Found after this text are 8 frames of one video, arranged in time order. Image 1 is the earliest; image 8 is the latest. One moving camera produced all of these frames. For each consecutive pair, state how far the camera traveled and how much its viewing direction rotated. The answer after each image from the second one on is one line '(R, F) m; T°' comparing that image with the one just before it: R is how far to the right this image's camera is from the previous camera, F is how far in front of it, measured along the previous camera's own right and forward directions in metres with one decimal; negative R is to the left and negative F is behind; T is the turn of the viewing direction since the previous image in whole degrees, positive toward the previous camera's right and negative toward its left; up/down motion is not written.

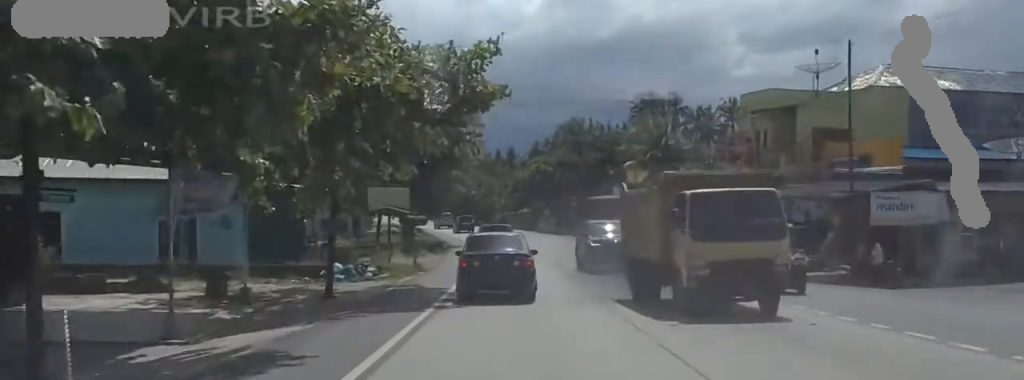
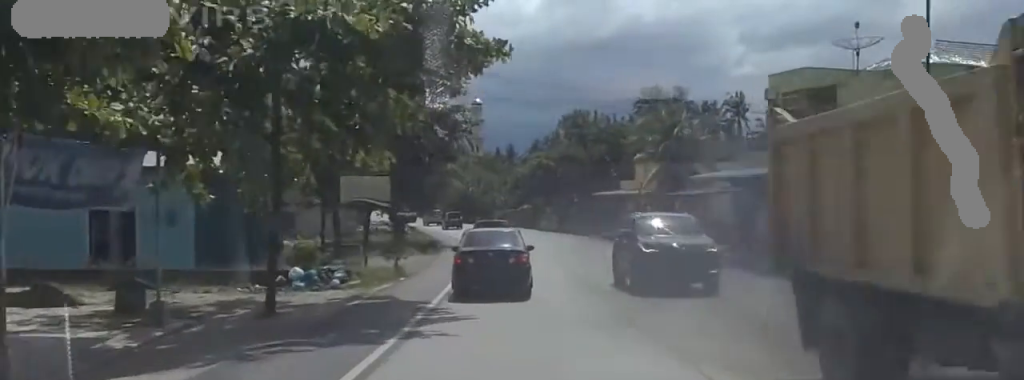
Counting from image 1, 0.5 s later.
(+0.4, +5.2) m; 0°
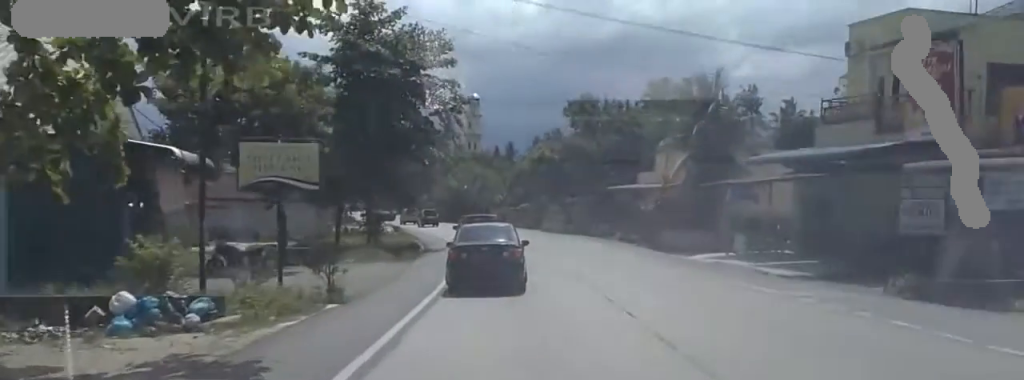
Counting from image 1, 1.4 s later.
(-0.7, +10.2) m; -4°
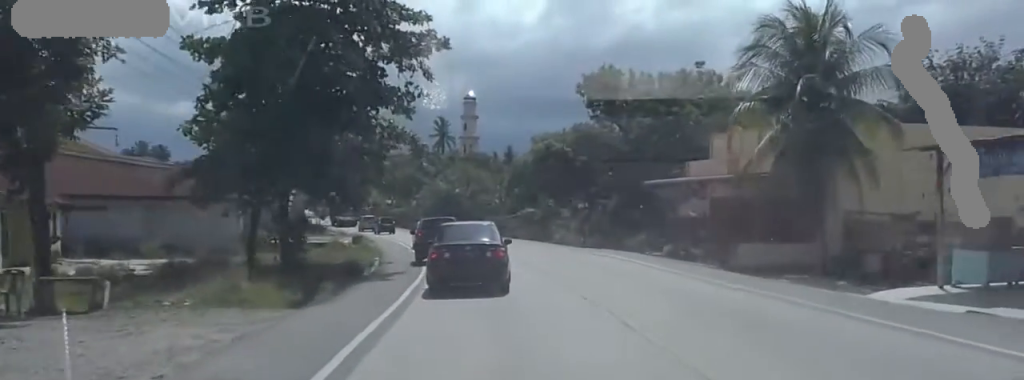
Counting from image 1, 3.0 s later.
(-0.3, +17.4) m; -1°
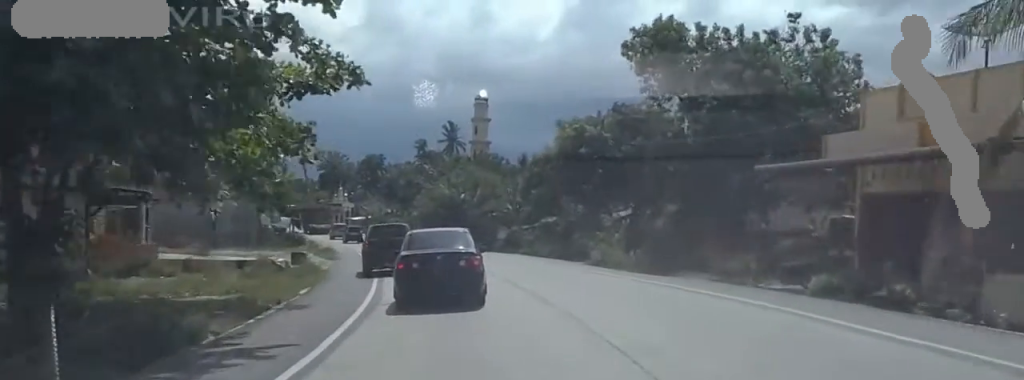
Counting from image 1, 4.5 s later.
(-0.3, +17.3) m; -2°
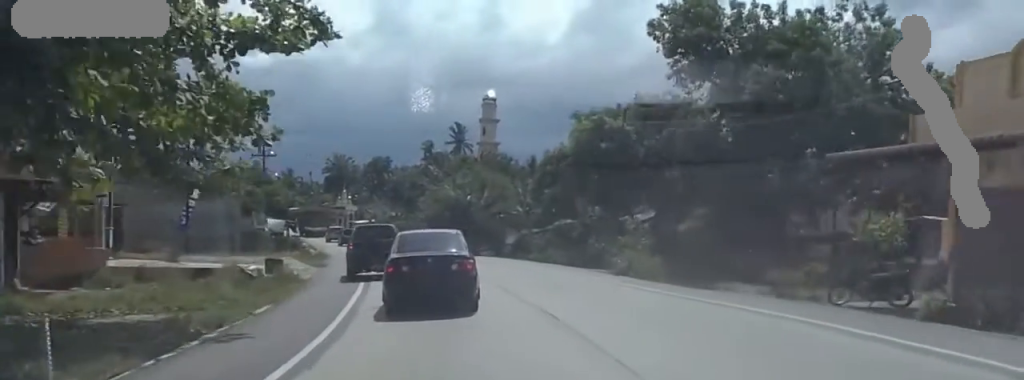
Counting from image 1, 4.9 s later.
(0.0, +5.1) m; 0°
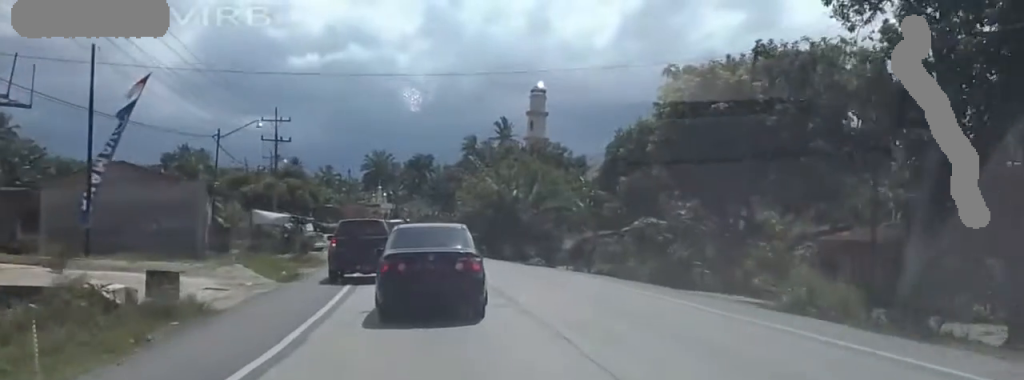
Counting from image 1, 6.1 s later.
(0.0, +13.9) m; 0°
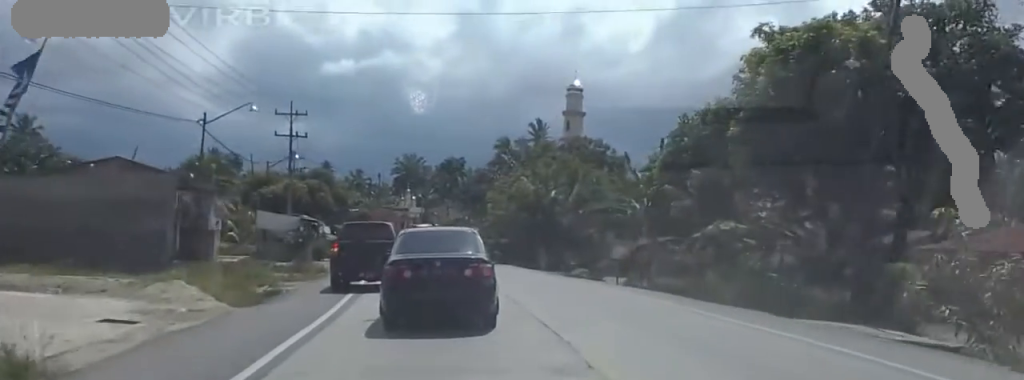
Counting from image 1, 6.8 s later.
(0.0, +7.9) m; -2°
